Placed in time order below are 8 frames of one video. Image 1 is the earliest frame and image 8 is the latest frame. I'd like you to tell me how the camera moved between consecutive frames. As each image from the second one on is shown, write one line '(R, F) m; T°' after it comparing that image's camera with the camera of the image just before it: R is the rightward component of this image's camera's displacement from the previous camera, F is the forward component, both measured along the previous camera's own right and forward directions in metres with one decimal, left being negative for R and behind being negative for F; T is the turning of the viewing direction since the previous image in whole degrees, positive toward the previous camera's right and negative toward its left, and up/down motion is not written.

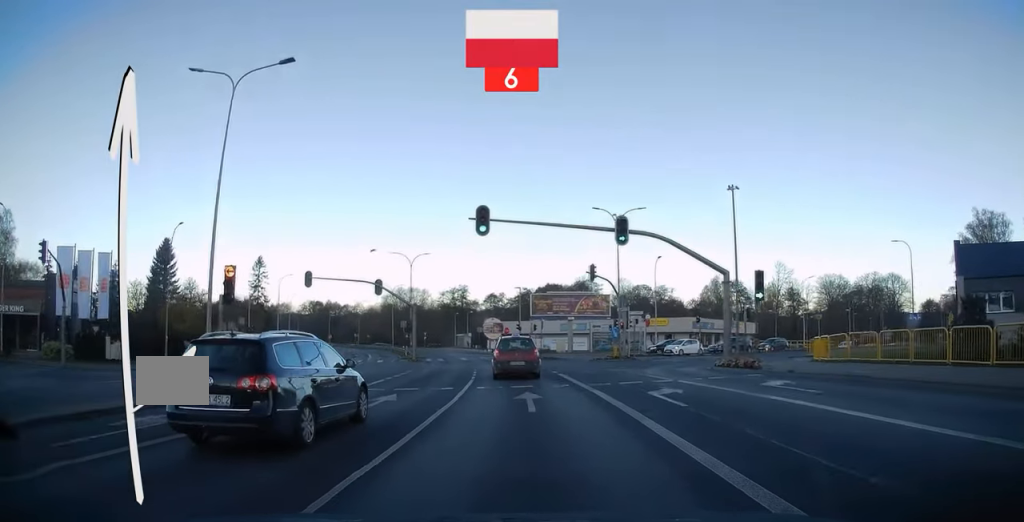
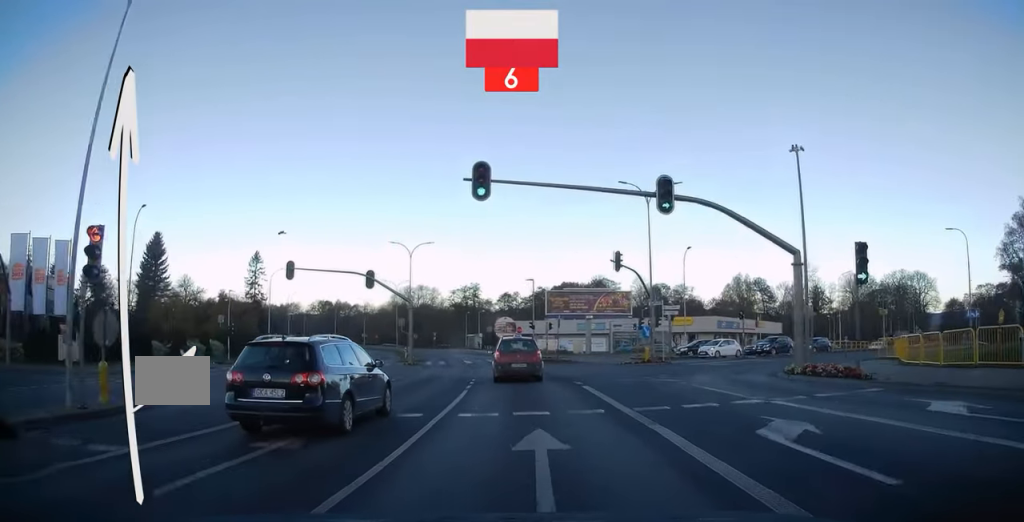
(-0.1, +6.8) m; -1°
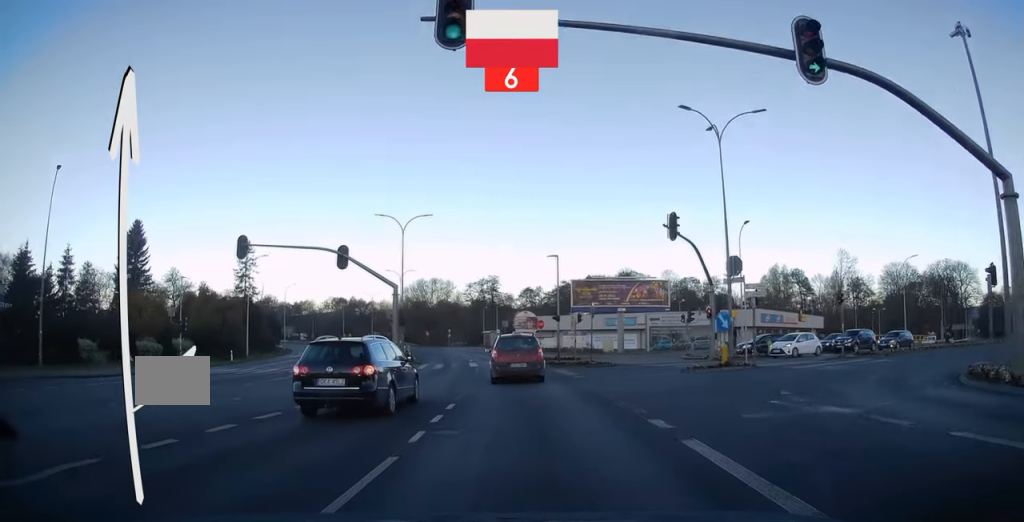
(-0.1, +10.9) m; -2°
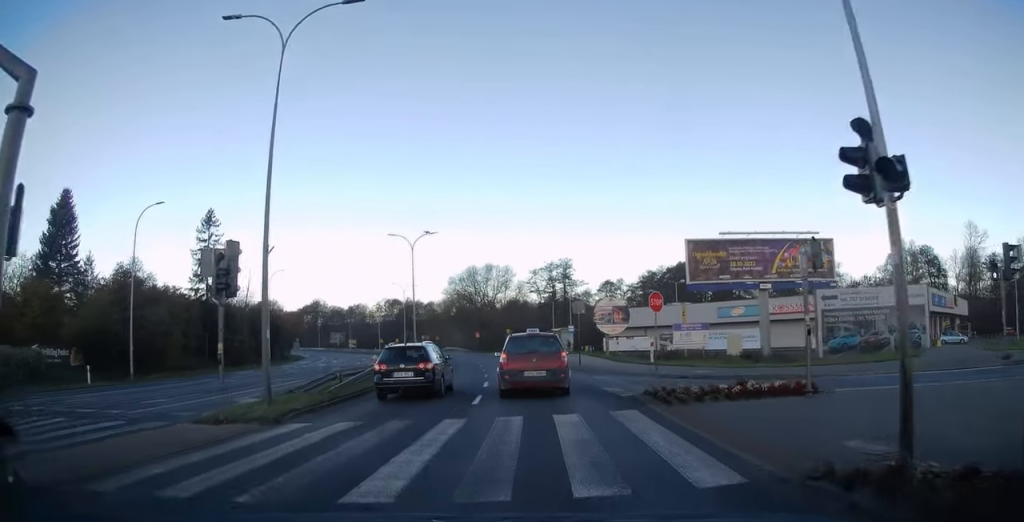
(-1.4, +28.5) m; -6°
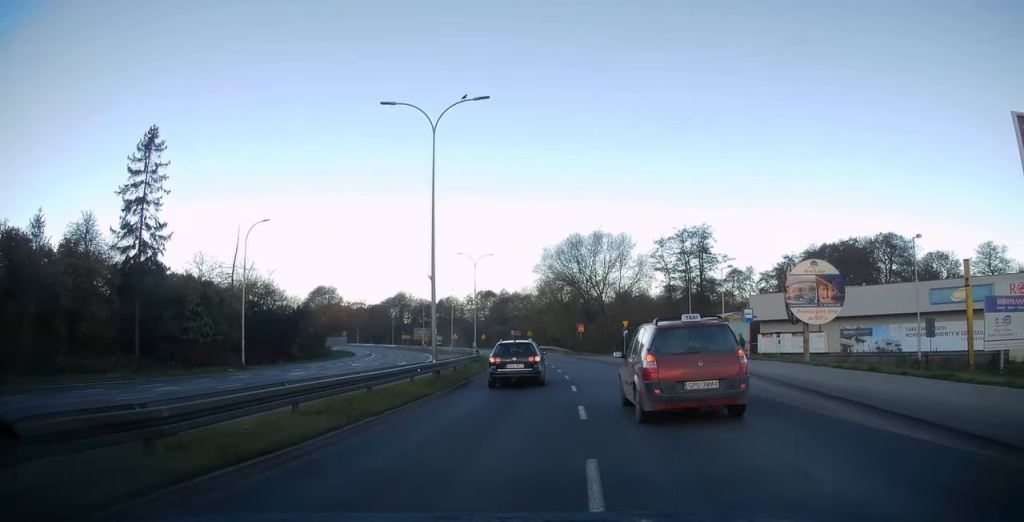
(-2.3, +26.5) m; -10°
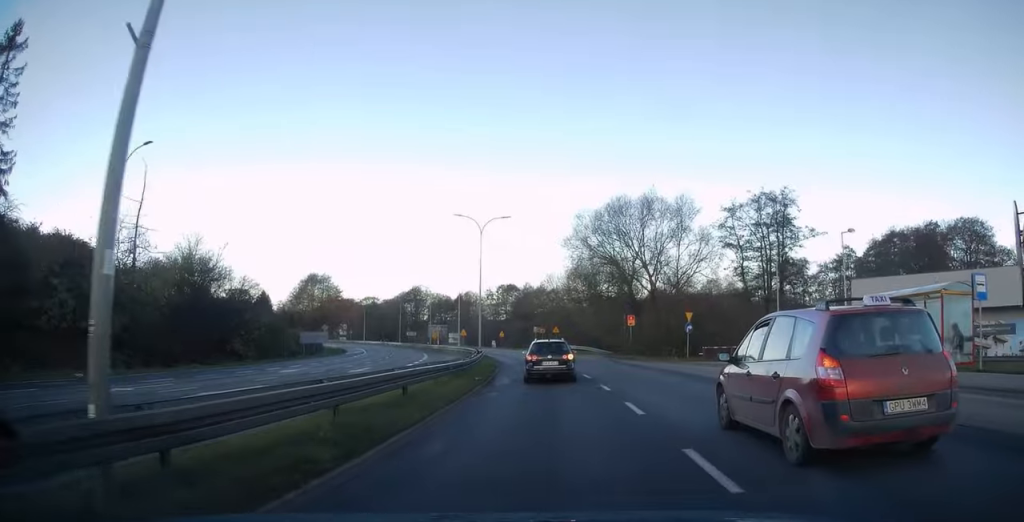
(-0.9, +17.3) m; -4°
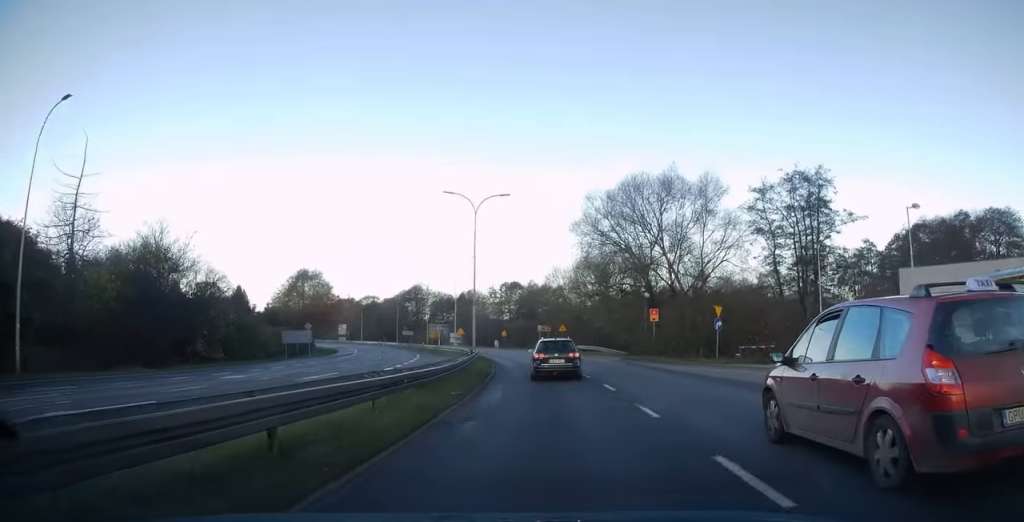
(-0.1, +6.5) m; 0°
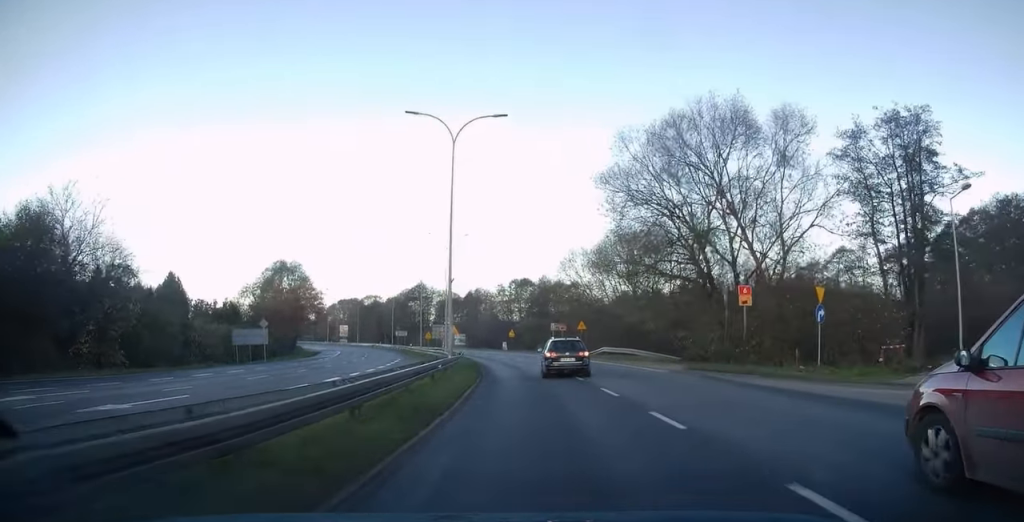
(+0.1, +13.3) m; -2°
